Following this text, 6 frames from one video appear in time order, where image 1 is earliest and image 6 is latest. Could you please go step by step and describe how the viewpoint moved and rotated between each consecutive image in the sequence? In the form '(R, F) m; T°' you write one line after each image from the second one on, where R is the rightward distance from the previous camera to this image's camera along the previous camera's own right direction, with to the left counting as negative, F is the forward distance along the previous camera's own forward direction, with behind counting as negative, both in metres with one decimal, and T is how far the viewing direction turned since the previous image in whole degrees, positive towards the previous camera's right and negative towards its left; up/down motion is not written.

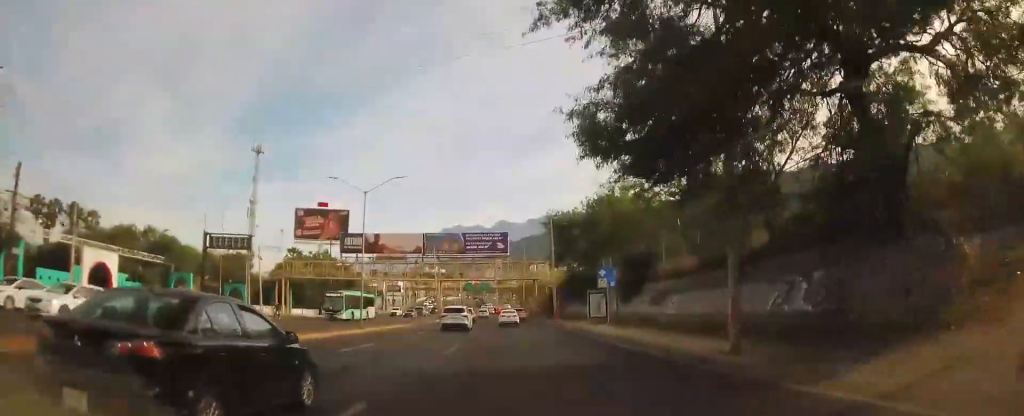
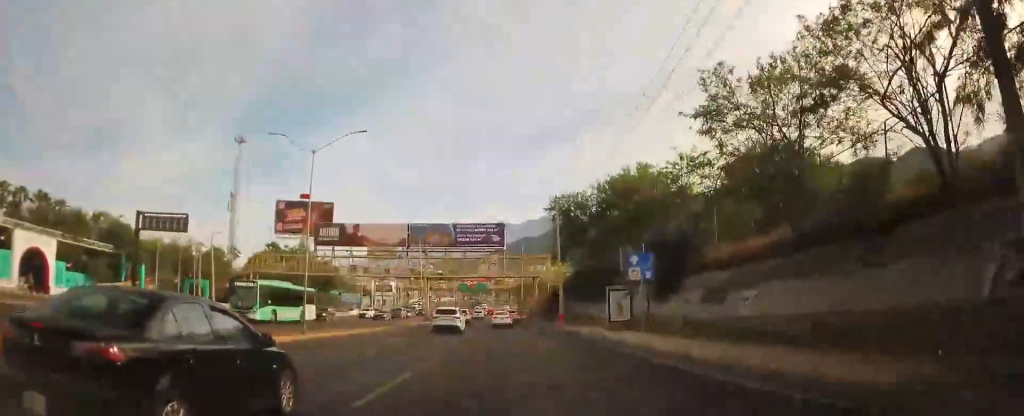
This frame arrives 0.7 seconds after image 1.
(0.0, +10.1) m; 0°
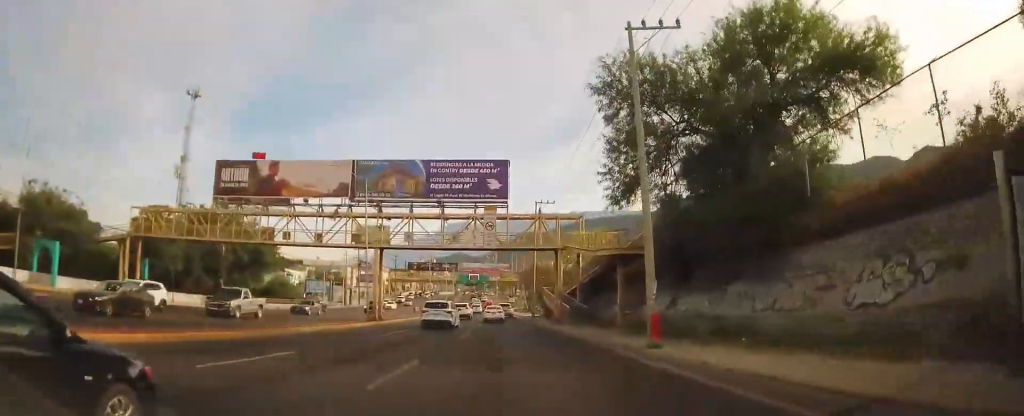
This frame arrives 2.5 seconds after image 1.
(+0.2, +27.6) m; +1°
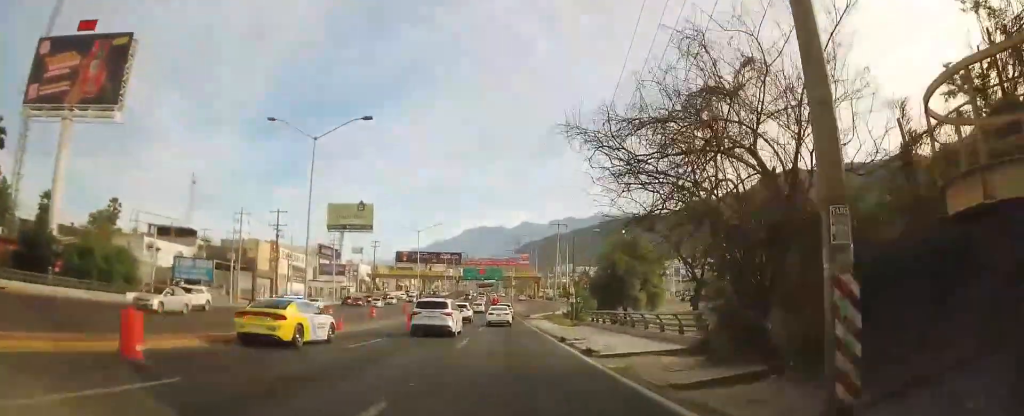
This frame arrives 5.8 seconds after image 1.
(-1.8, +48.9) m; -3°
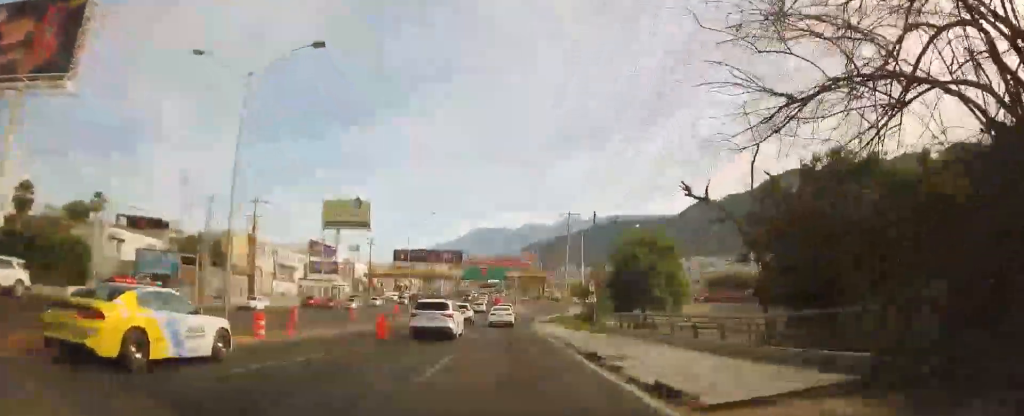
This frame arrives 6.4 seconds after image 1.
(0.0, +7.8) m; 0°
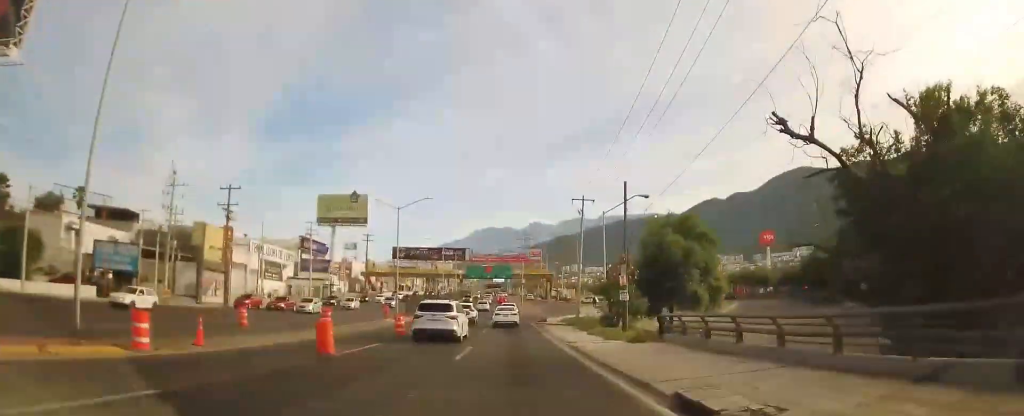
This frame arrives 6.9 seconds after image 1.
(0.0, +7.3) m; -1°
